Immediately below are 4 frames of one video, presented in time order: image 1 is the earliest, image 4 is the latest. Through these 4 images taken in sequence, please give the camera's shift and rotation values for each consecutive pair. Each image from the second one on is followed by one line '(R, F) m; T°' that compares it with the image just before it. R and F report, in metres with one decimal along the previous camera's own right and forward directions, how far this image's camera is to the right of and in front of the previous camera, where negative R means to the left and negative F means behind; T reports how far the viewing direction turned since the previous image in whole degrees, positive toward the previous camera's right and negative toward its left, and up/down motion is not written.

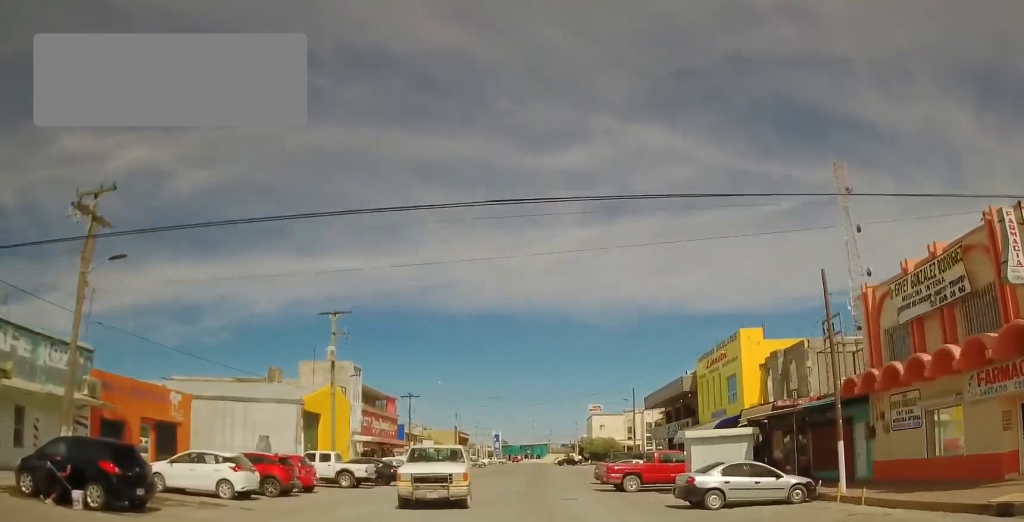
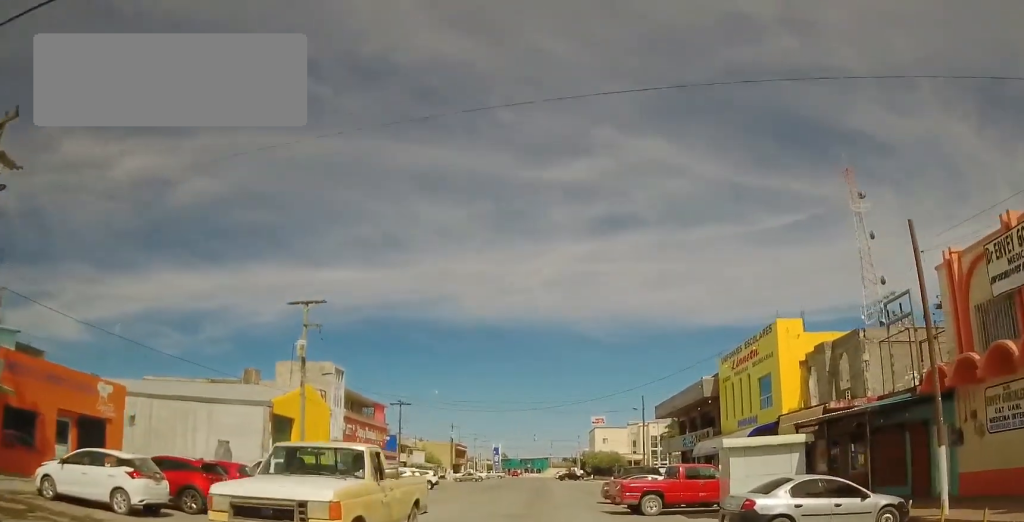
(-0.1, +6.0) m; -1°
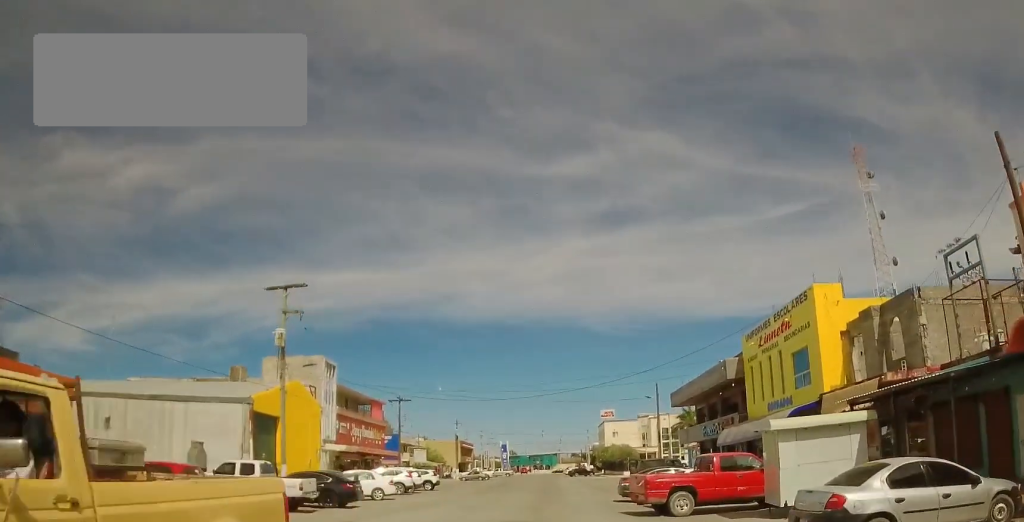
(0.0, +4.0) m; -1°
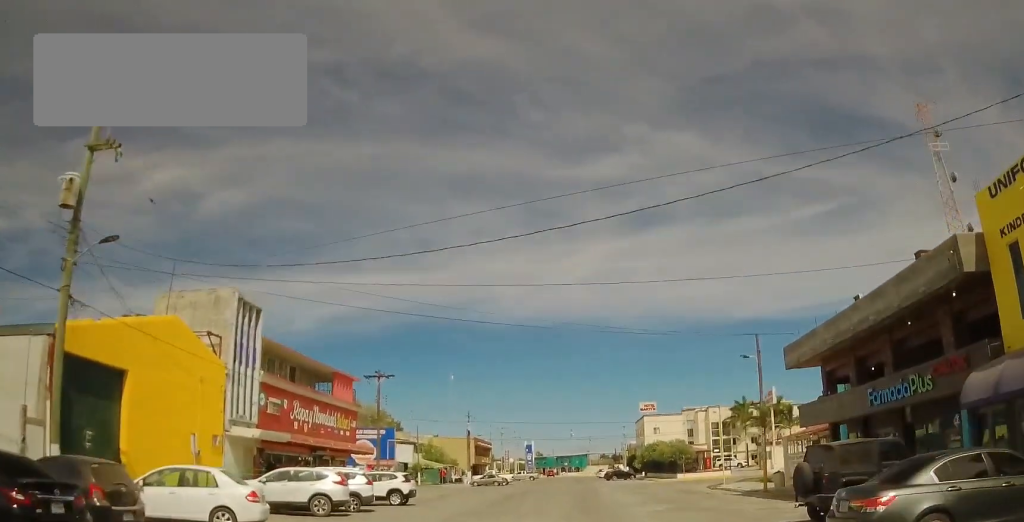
(-0.8, +19.1) m; +1°
